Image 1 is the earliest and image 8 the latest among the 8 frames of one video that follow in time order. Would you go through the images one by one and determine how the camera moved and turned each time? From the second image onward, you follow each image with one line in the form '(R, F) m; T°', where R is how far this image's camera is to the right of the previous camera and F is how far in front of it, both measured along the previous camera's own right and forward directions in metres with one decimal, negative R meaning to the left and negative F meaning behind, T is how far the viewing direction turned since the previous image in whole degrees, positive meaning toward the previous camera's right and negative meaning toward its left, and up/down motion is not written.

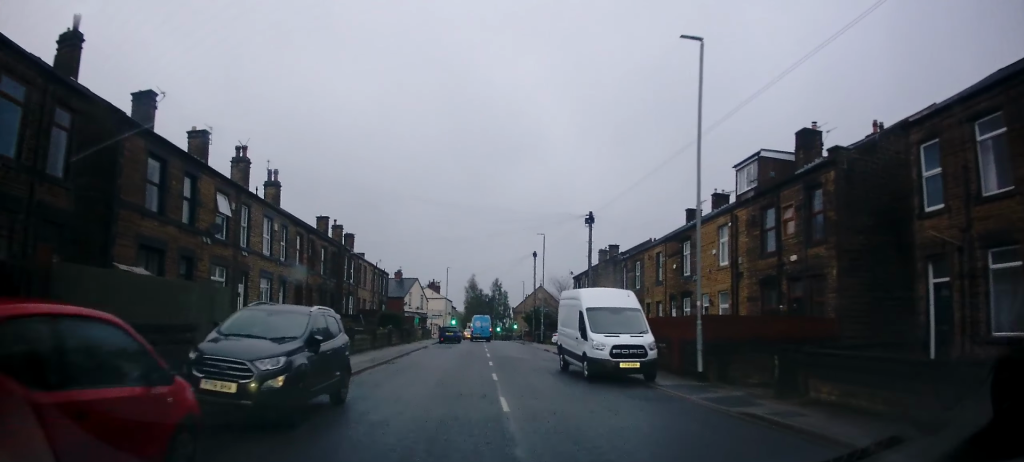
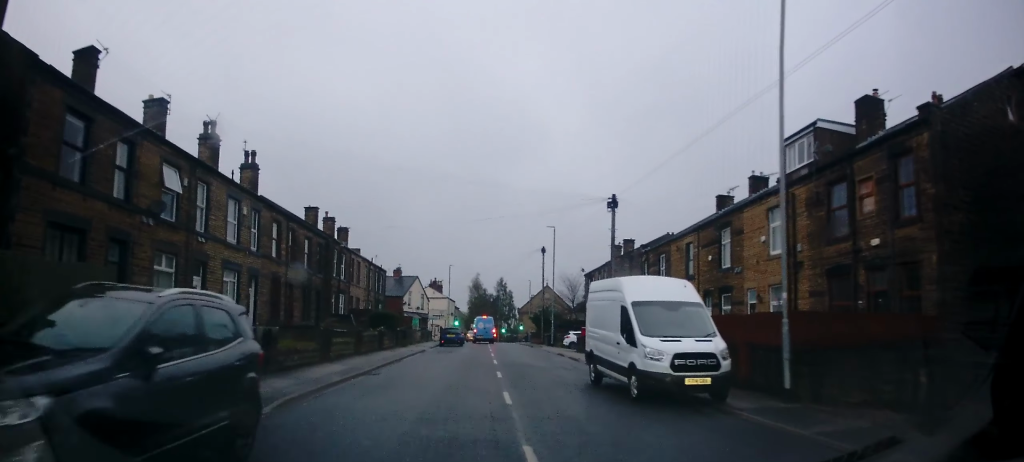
(0.0, +4.6) m; 0°
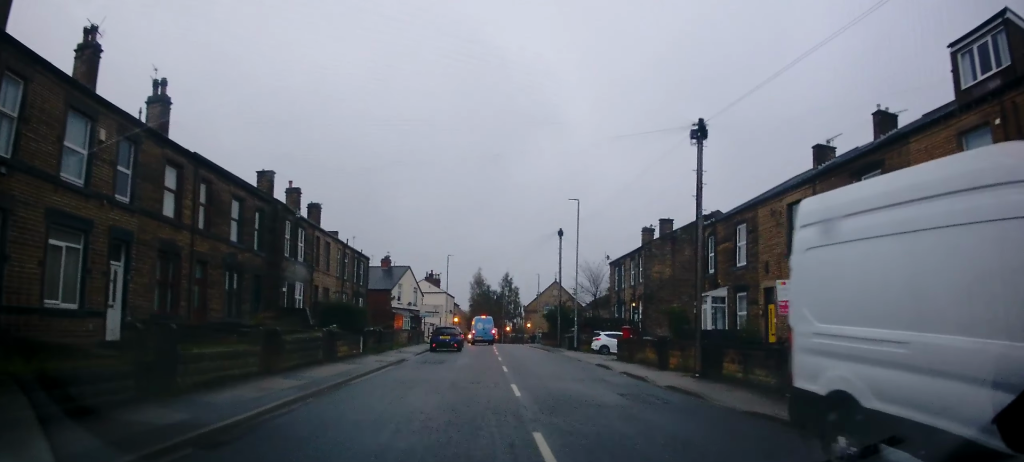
(-0.2, +10.7) m; 0°
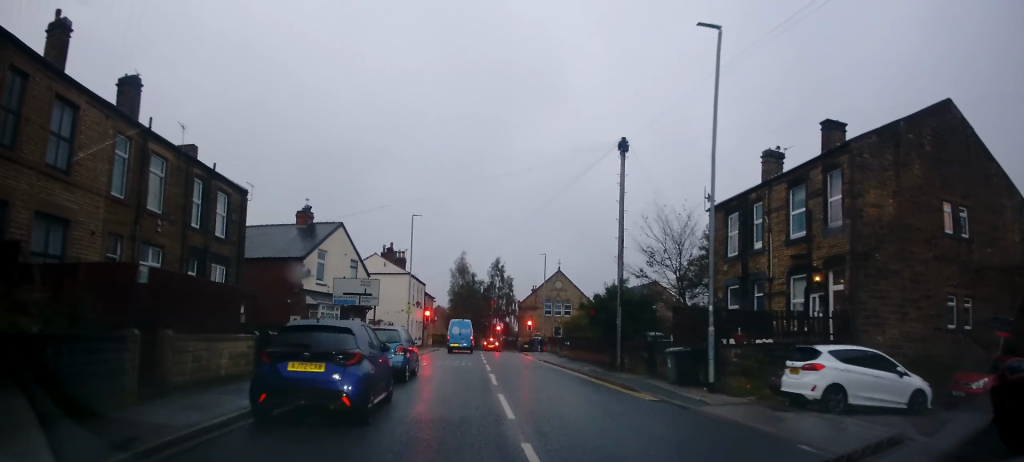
(+0.2, +24.5) m; +1°
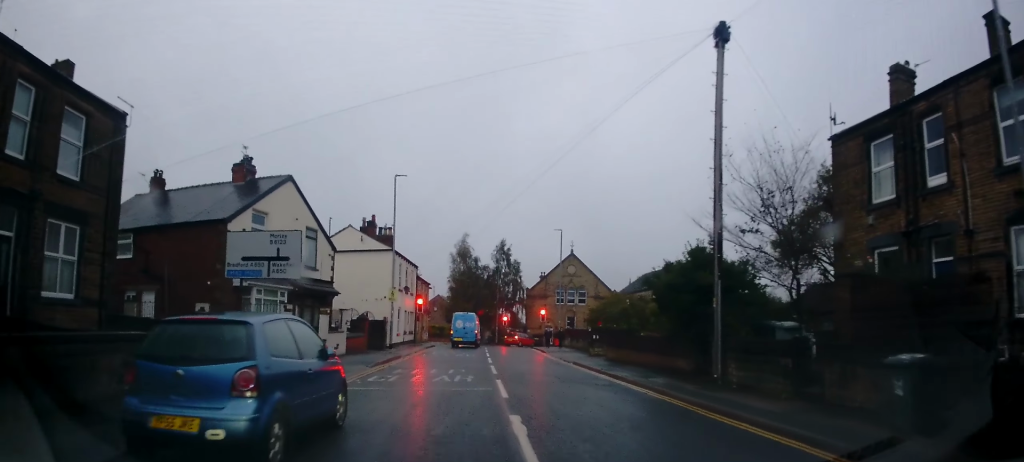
(+0.4, +9.9) m; -1°
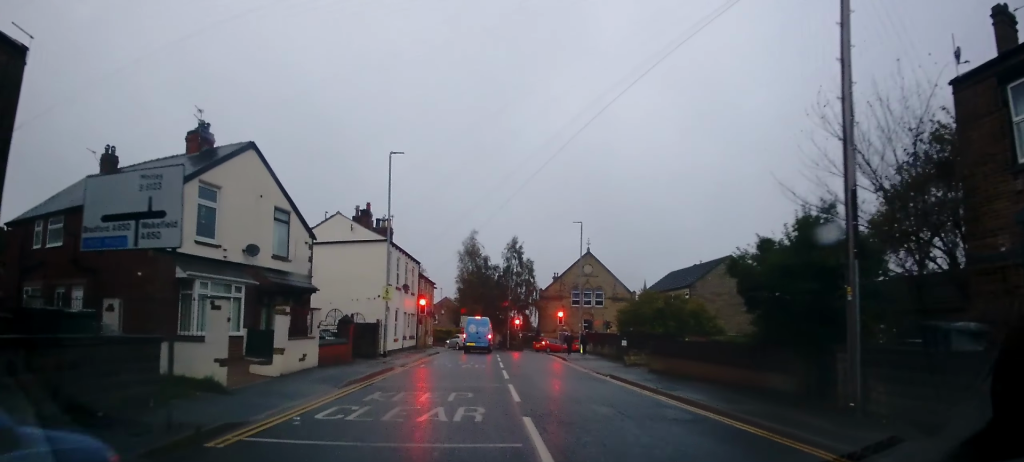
(-0.3, +5.4) m; -3°
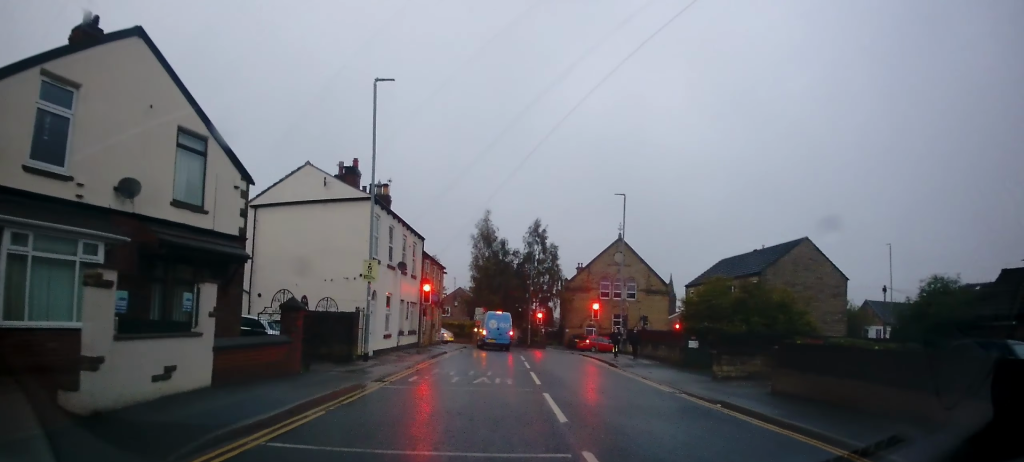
(-0.3, +8.7) m; -1°
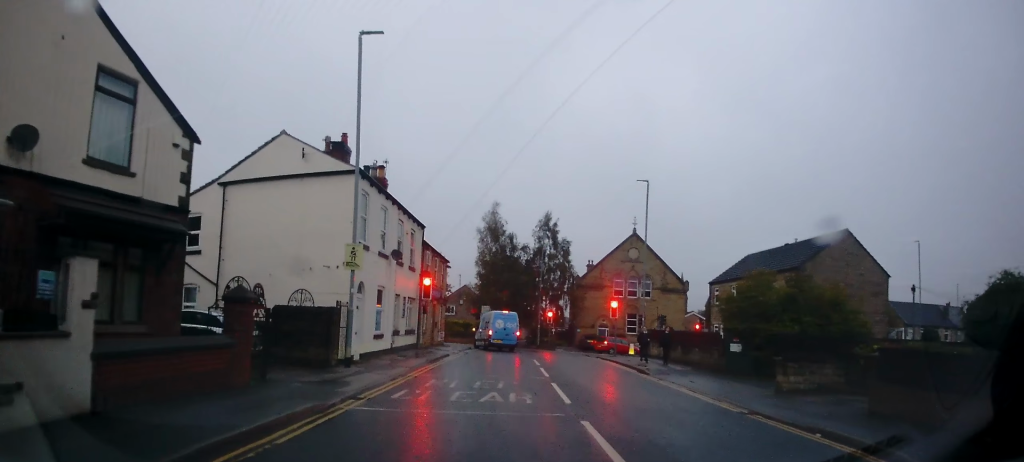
(0.0, +3.6) m; +1°
